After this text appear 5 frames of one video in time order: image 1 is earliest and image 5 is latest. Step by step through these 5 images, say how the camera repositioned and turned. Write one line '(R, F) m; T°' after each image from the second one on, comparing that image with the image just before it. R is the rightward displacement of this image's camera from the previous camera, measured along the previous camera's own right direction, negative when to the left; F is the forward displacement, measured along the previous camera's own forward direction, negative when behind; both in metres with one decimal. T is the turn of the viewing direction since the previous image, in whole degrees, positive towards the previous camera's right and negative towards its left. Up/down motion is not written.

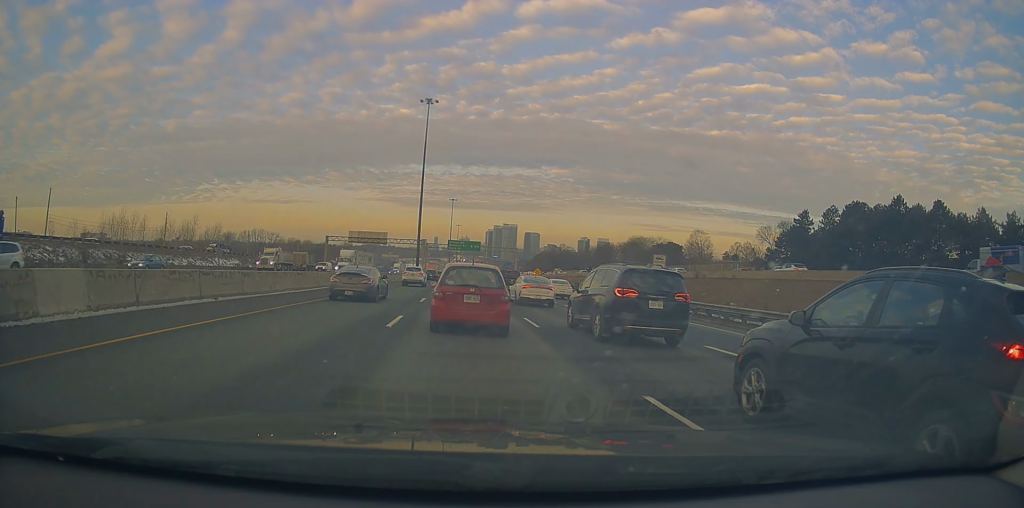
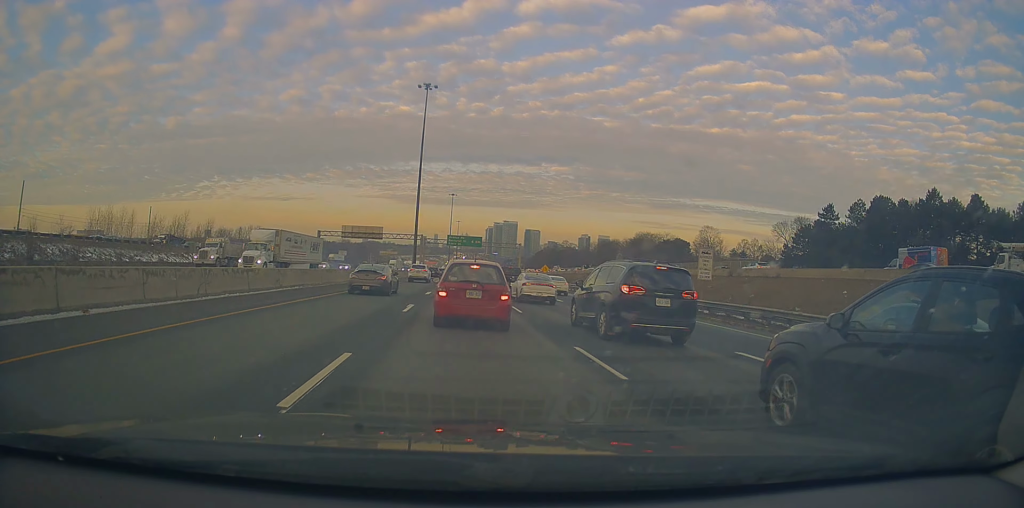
(0.0, +7.7) m; 0°
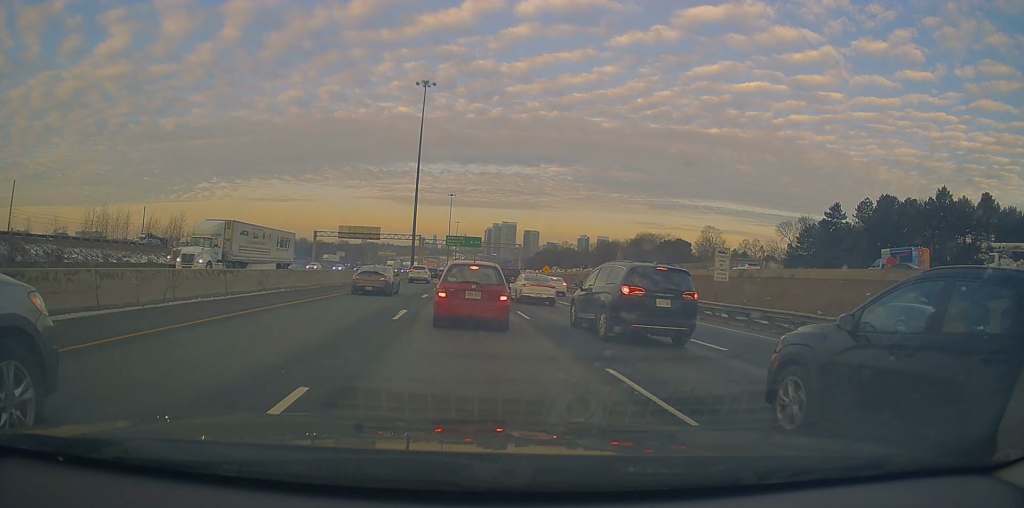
(+0.1, +2.3) m; 0°
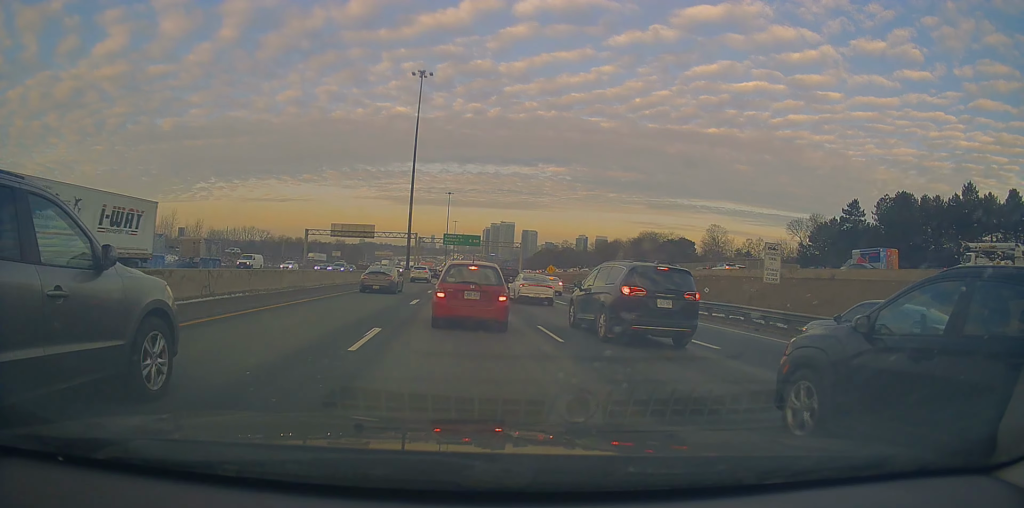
(-0.5, +5.5) m; -1°
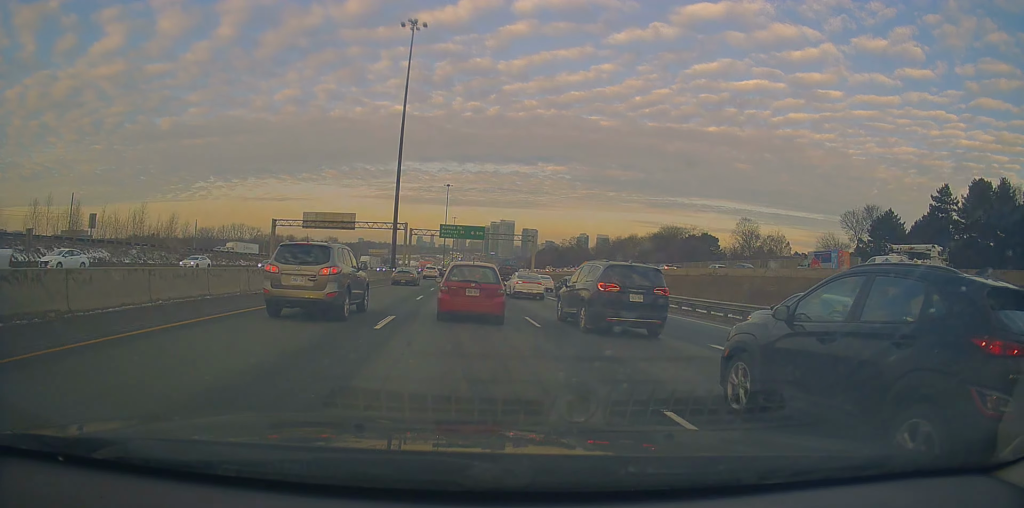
(+0.1, +21.2) m; 0°
